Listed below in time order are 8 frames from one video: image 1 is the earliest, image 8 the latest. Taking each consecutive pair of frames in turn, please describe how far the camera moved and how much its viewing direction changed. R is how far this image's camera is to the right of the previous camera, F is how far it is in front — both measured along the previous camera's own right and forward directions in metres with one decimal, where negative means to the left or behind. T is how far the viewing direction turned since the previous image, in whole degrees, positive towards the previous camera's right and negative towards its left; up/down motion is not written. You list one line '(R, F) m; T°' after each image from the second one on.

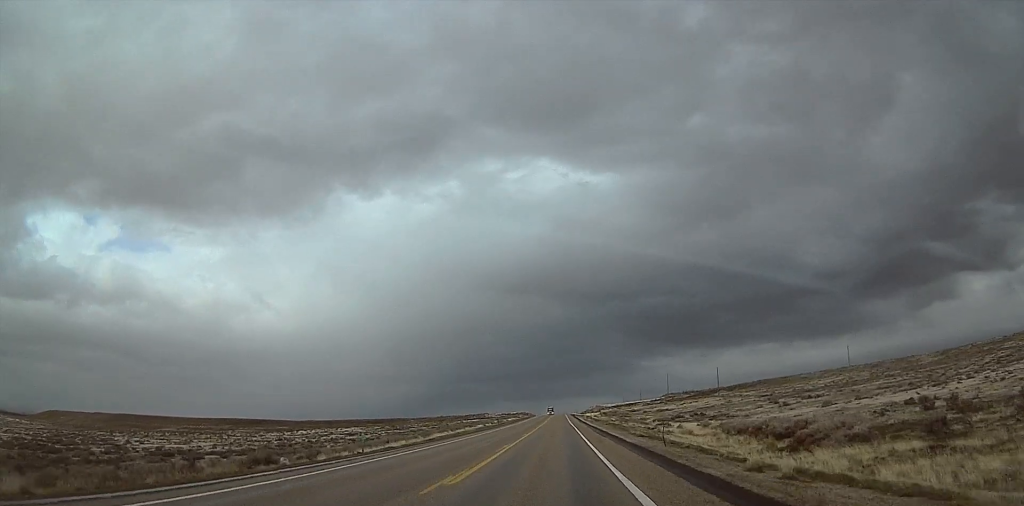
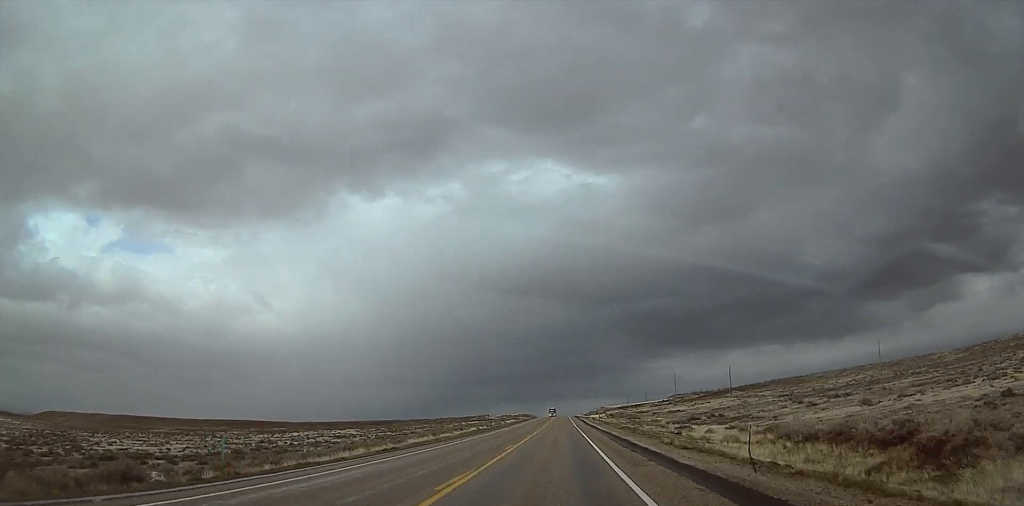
(0.0, +14.5) m; 0°
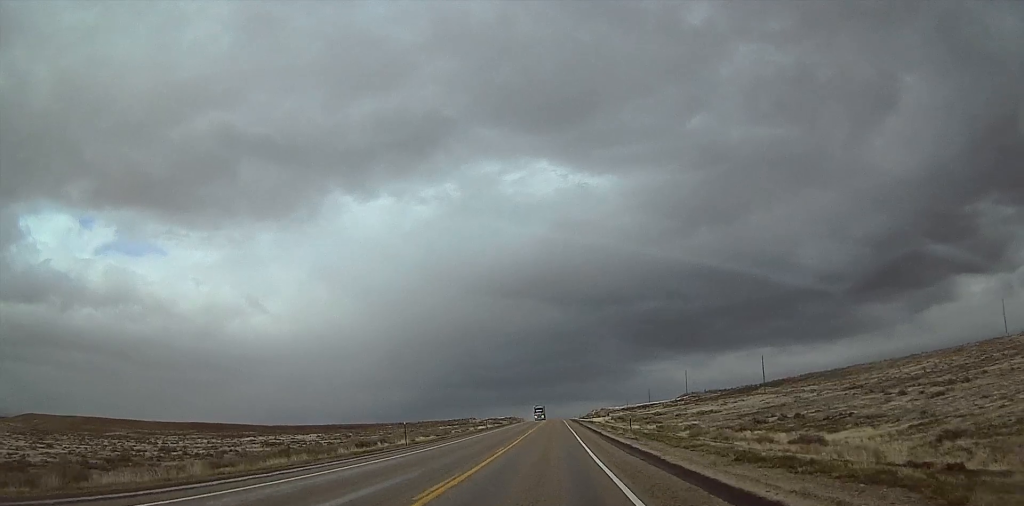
(0.0, +47.0) m; 0°
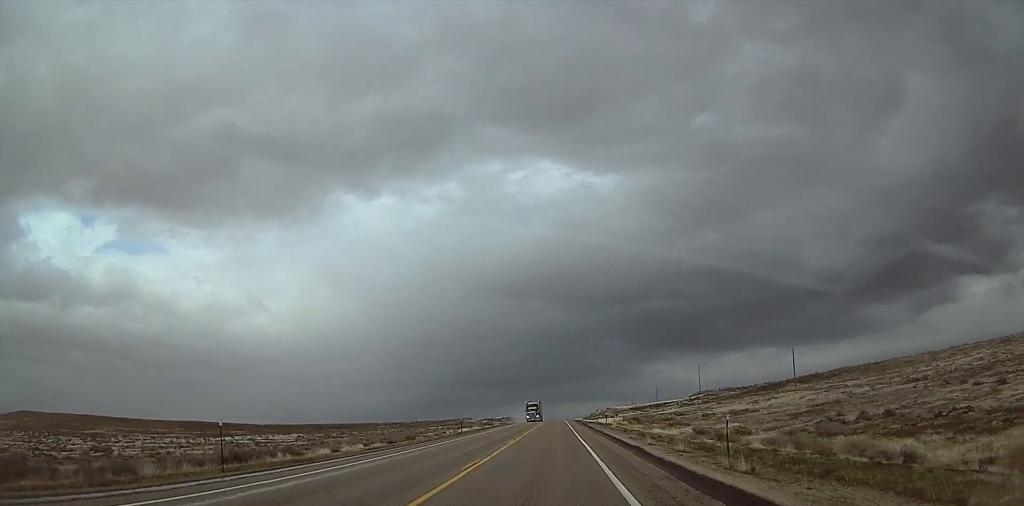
(+0.1, +25.0) m; +1°
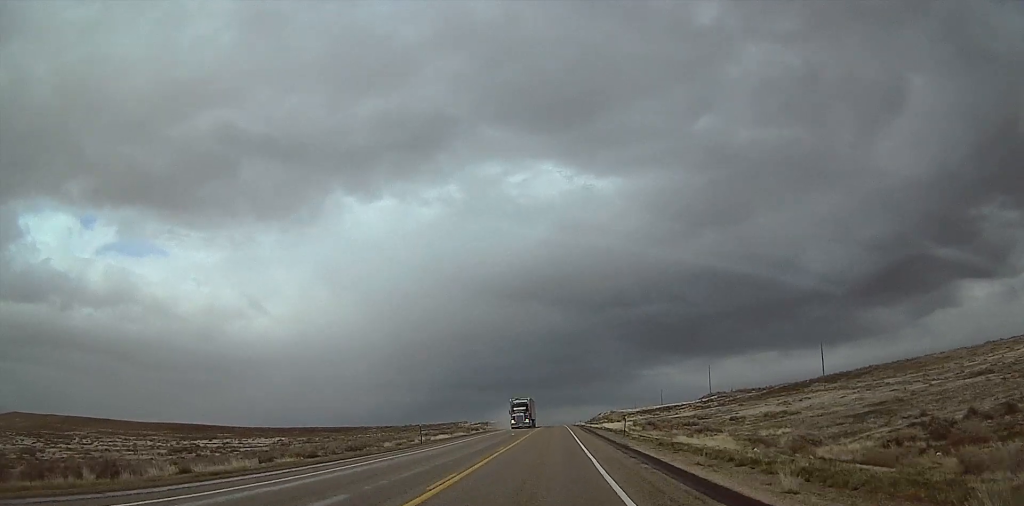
(+0.2, +19.9) m; +1°
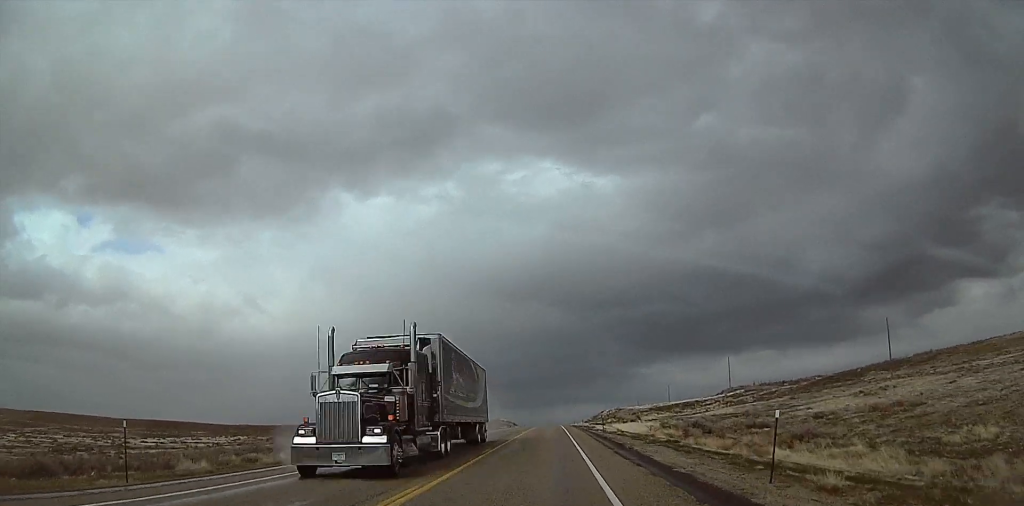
(-0.2, +34.5) m; -1°
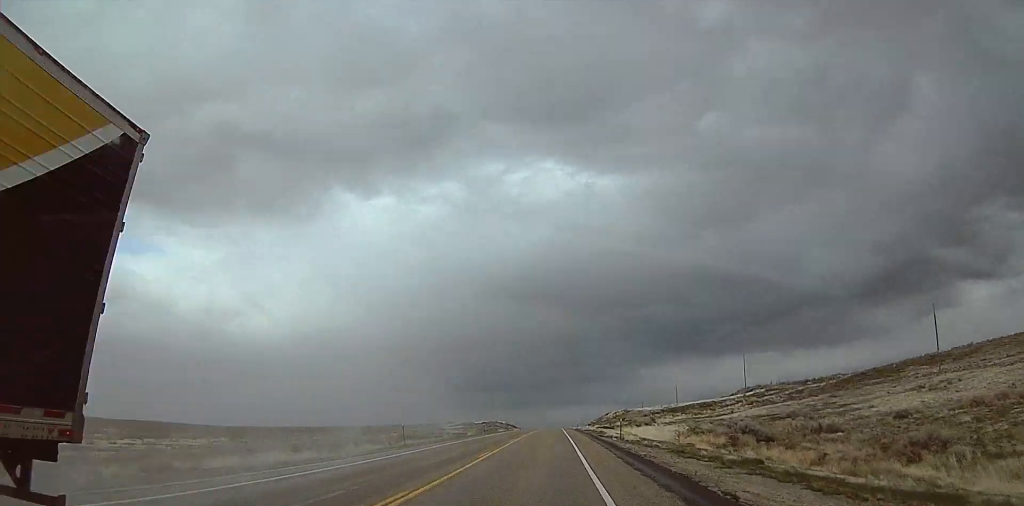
(-0.2, +16.3) m; 0°
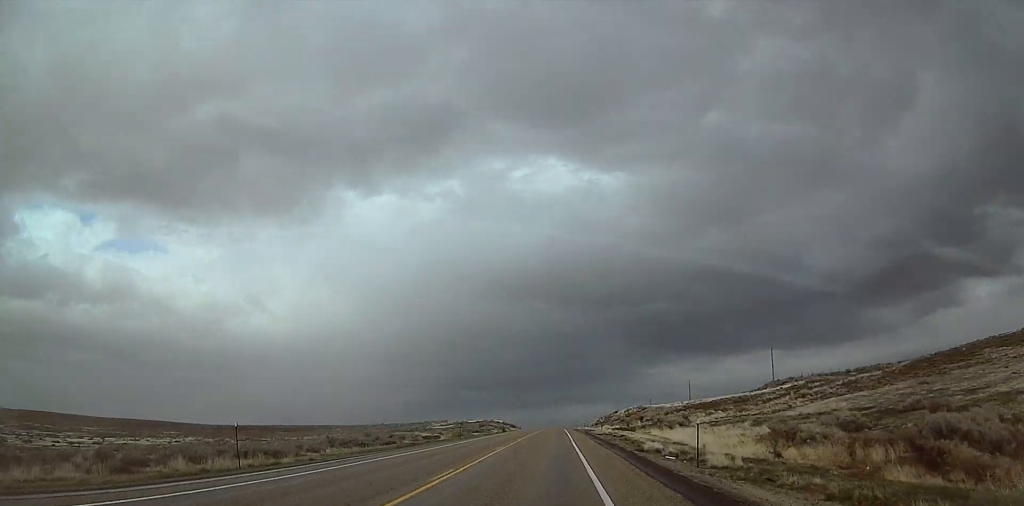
(+0.1, +24.9) m; 0°
